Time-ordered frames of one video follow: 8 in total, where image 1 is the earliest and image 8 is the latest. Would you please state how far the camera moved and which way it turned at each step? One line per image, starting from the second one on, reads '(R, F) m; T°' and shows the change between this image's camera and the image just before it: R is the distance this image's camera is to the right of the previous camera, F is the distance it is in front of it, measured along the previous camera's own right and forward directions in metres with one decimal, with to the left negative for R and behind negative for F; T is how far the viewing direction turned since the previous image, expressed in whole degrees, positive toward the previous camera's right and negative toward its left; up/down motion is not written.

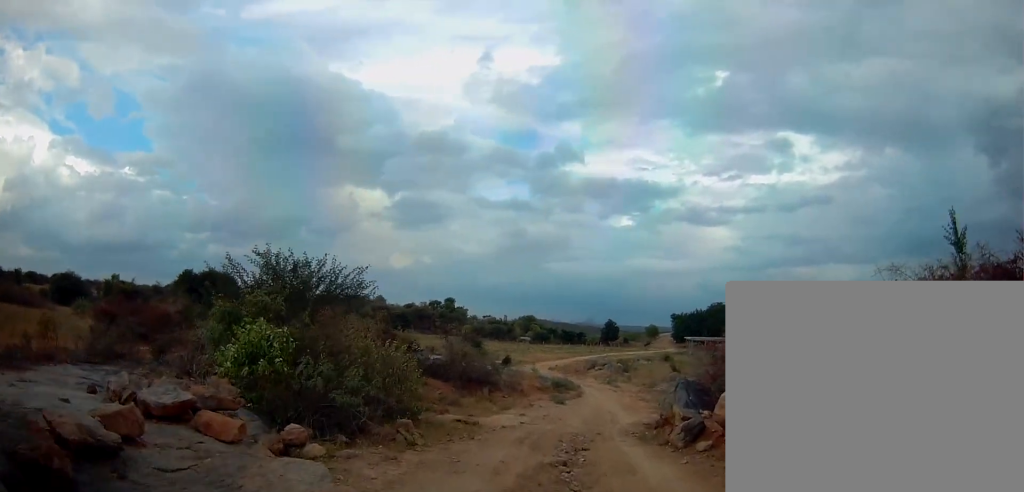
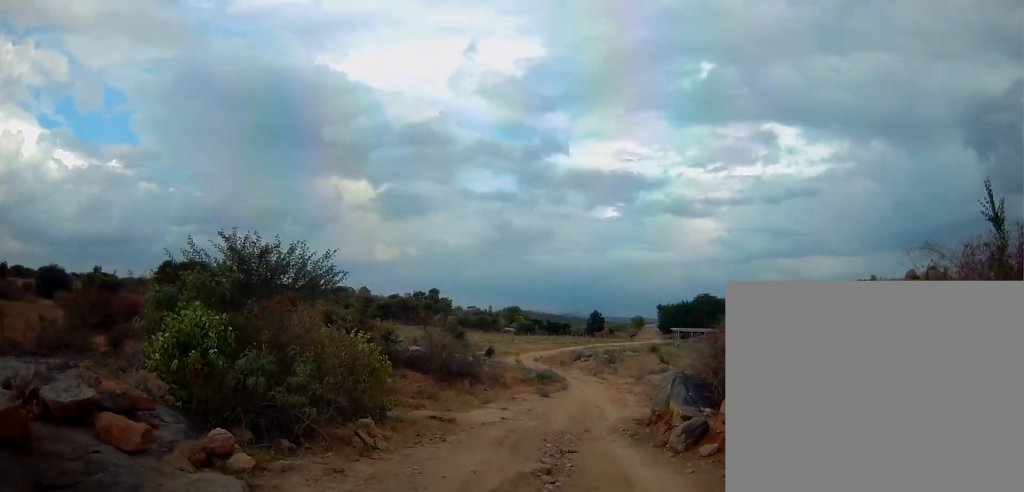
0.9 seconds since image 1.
(-0.3, +1.4) m; -1°
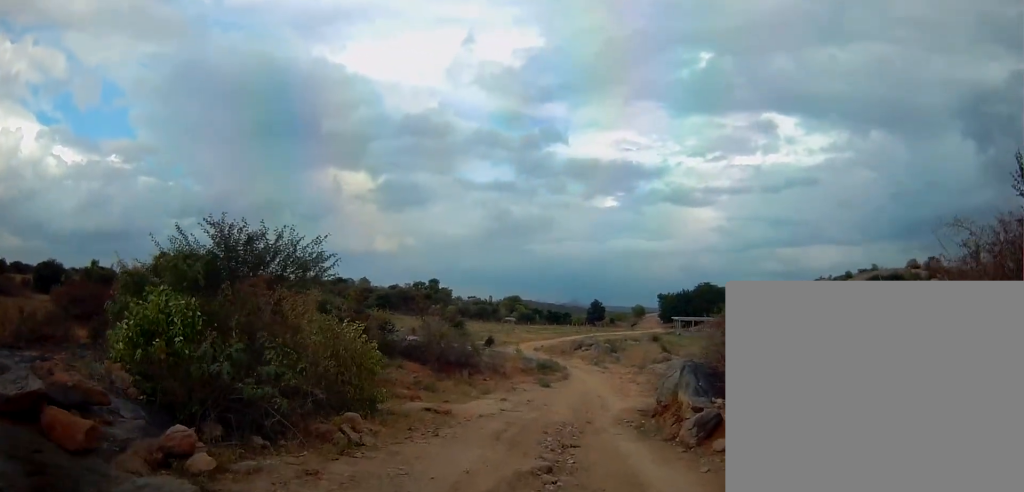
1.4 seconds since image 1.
(+0.1, +0.7) m; 0°
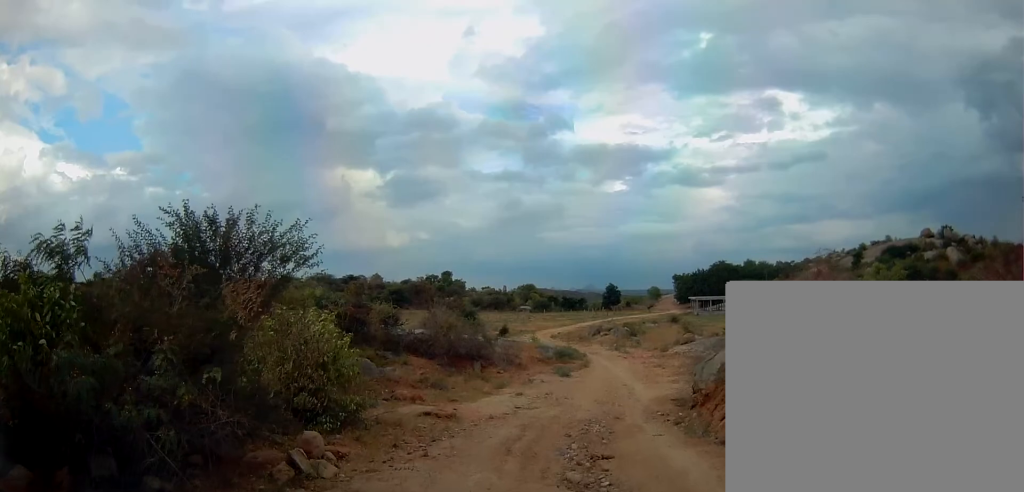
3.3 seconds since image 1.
(+0.9, +2.1) m; 0°
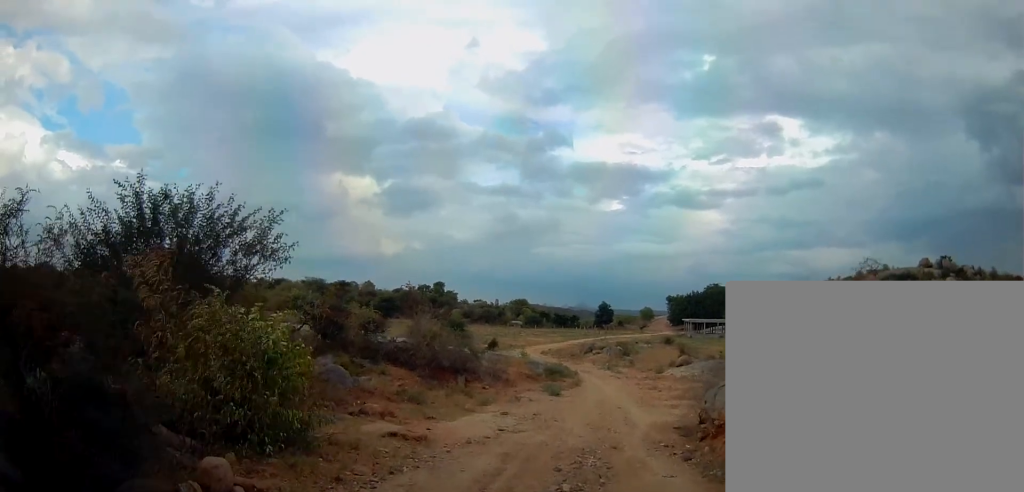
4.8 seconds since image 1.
(+1.0, +1.4) m; 0°
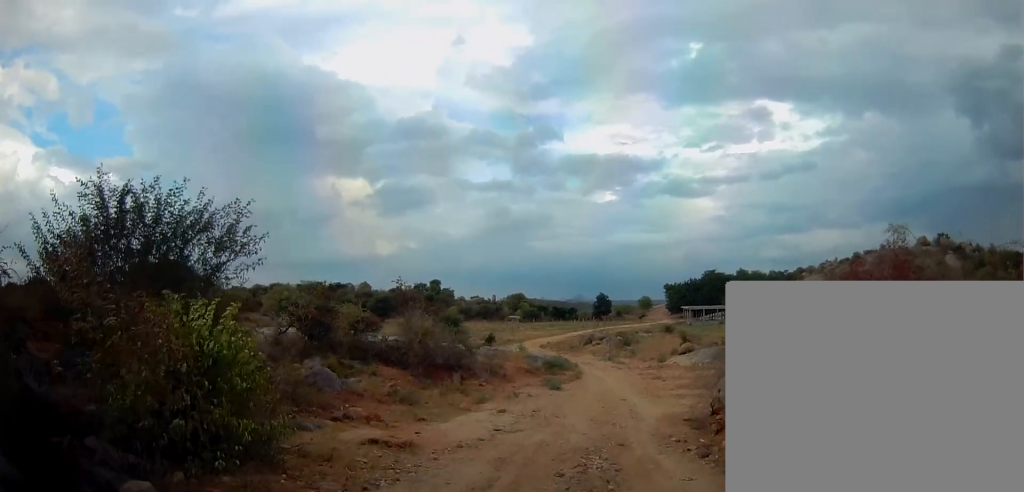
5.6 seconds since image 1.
(+0.3, +0.9) m; 0°
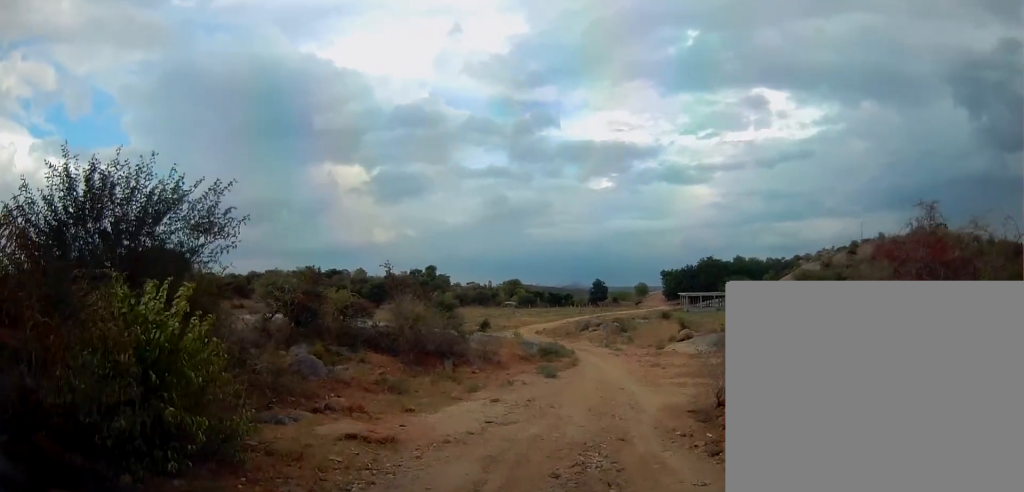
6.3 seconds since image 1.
(+0.2, +0.8) m; 0°
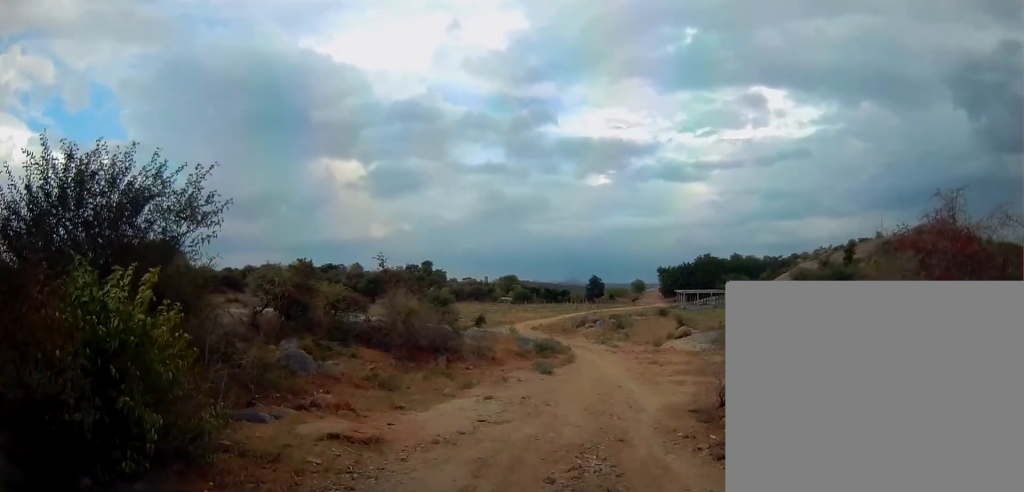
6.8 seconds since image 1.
(+0.2, +0.6) m; 0°
